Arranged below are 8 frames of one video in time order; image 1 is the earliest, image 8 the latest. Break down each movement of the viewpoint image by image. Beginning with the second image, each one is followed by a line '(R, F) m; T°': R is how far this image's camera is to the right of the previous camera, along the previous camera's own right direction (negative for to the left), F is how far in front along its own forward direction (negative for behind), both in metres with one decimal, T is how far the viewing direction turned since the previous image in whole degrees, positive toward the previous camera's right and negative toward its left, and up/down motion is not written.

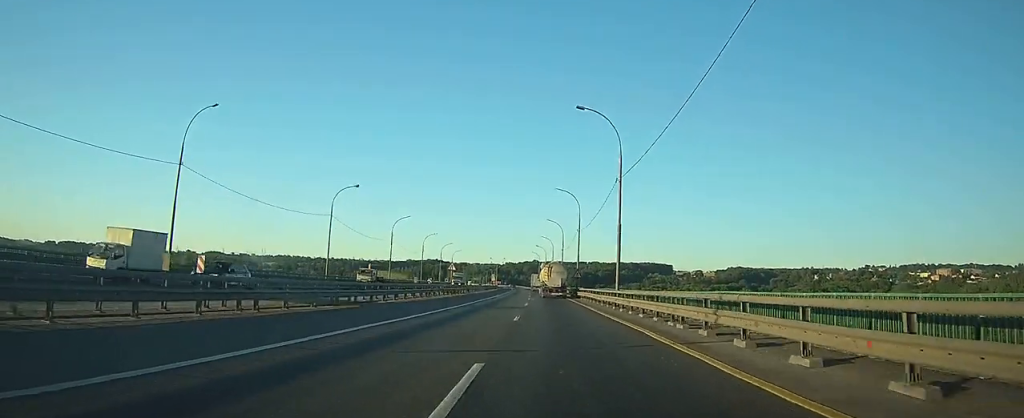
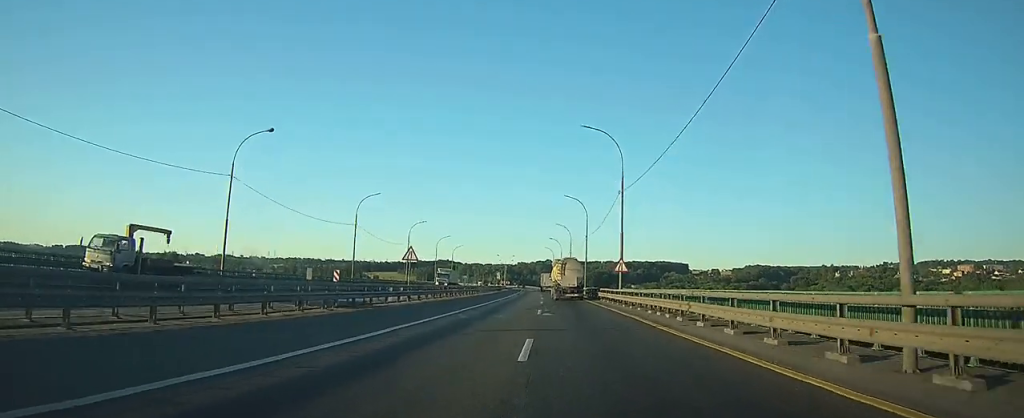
(-0.2, +27.3) m; -1°
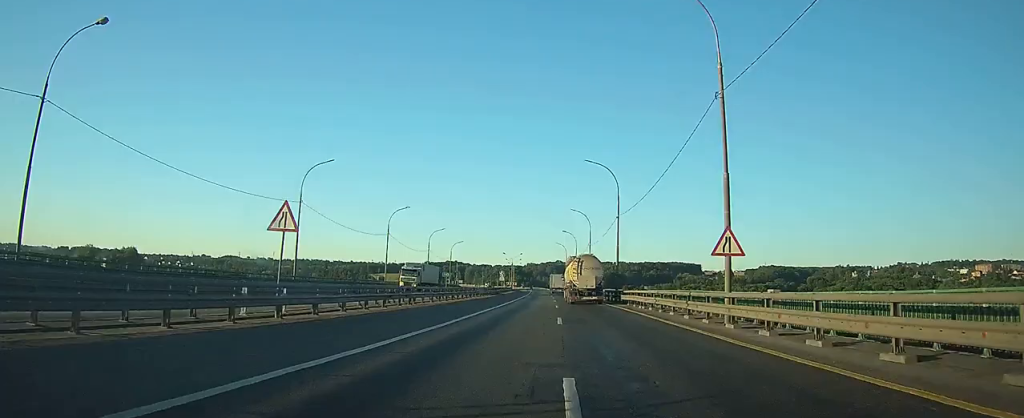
(-0.1, +21.6) m; -1°
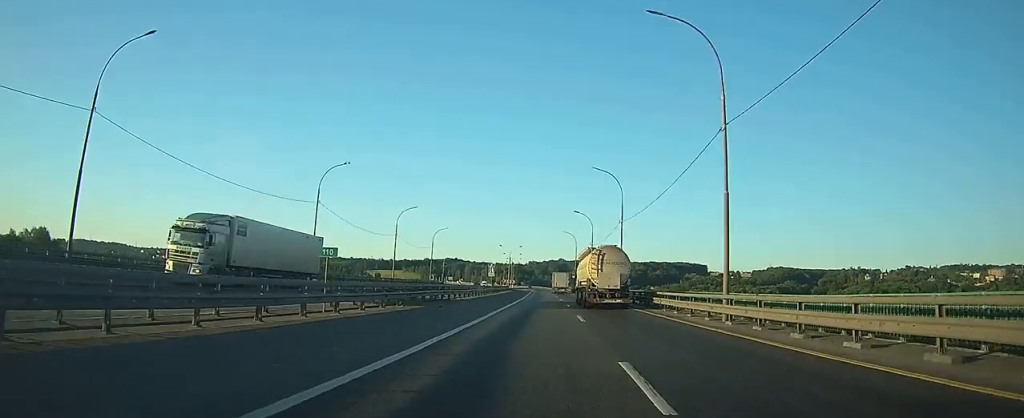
(-0.3, +30.1) m; -1°
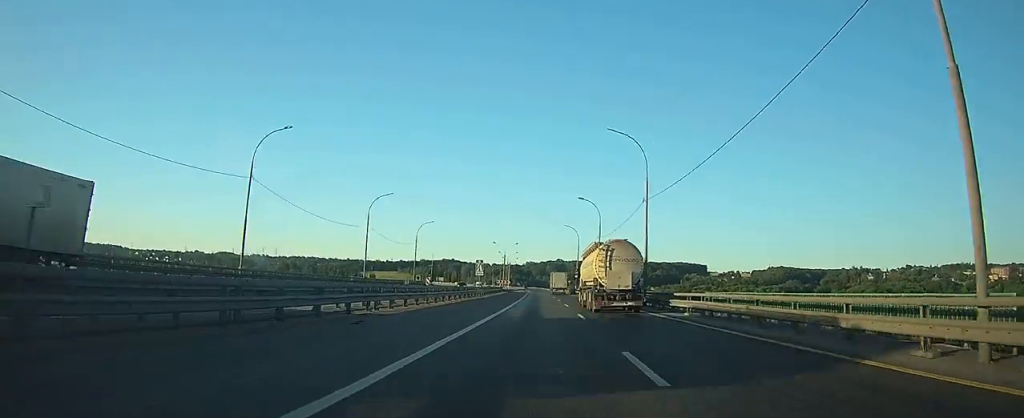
(0.0, +14.1) m; 0°
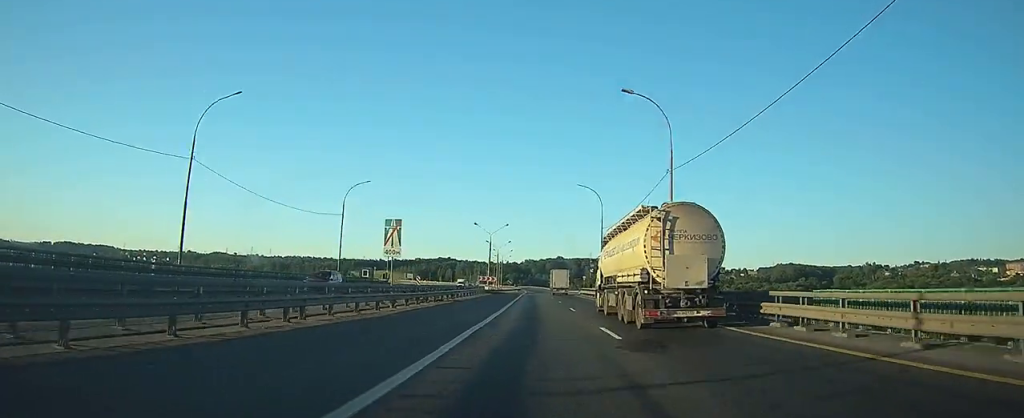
(-0.3, +41.5) m; 0°
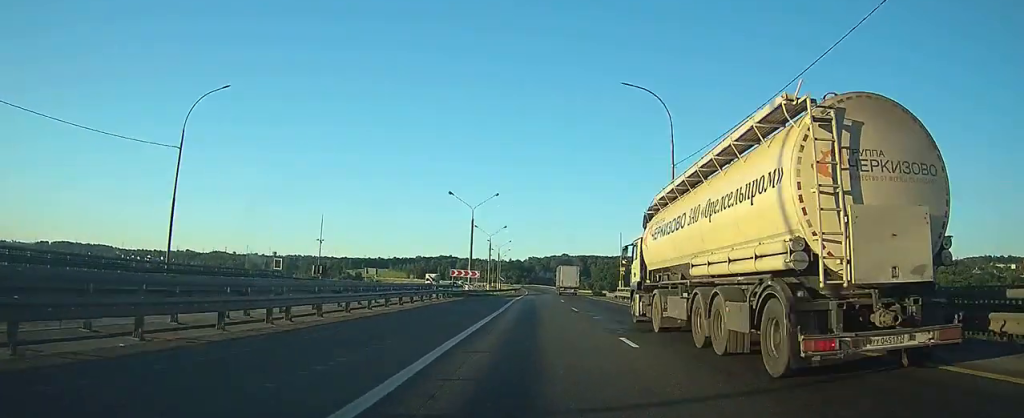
(0.0, +34.8) m; 0°
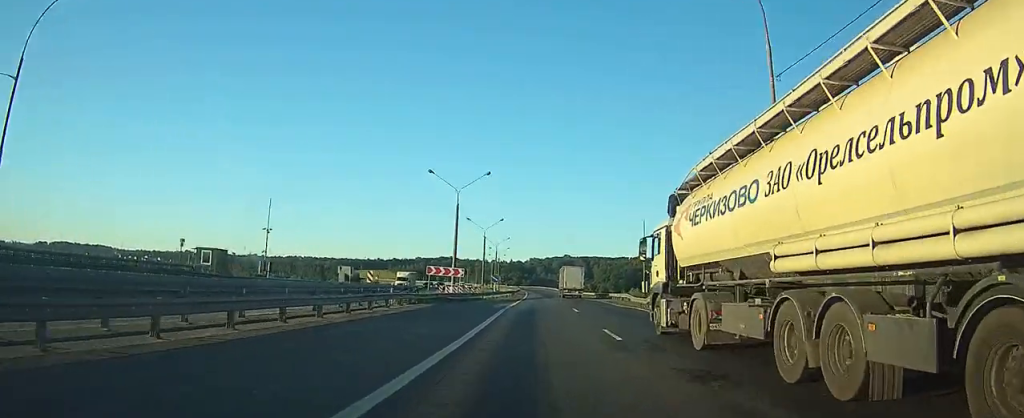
(0.0, +15.0) m; 0°
